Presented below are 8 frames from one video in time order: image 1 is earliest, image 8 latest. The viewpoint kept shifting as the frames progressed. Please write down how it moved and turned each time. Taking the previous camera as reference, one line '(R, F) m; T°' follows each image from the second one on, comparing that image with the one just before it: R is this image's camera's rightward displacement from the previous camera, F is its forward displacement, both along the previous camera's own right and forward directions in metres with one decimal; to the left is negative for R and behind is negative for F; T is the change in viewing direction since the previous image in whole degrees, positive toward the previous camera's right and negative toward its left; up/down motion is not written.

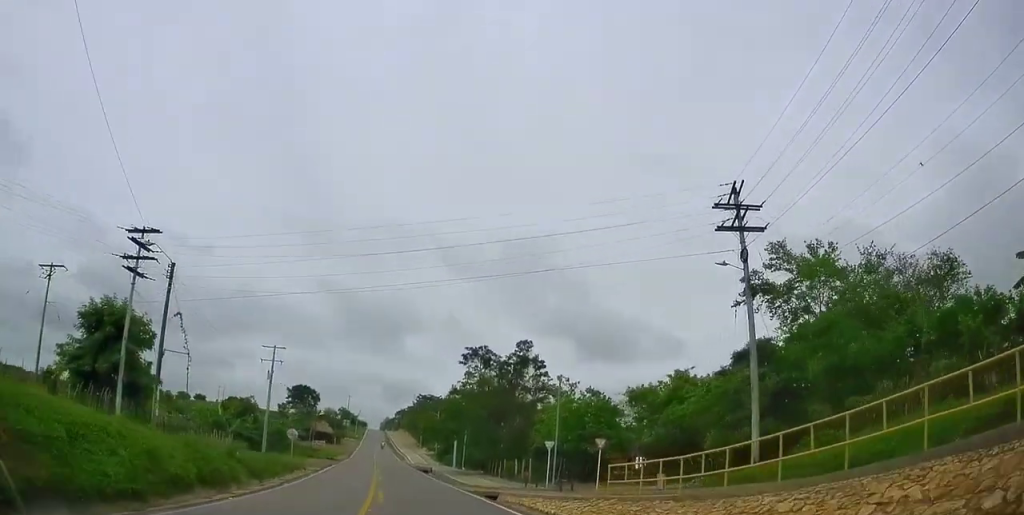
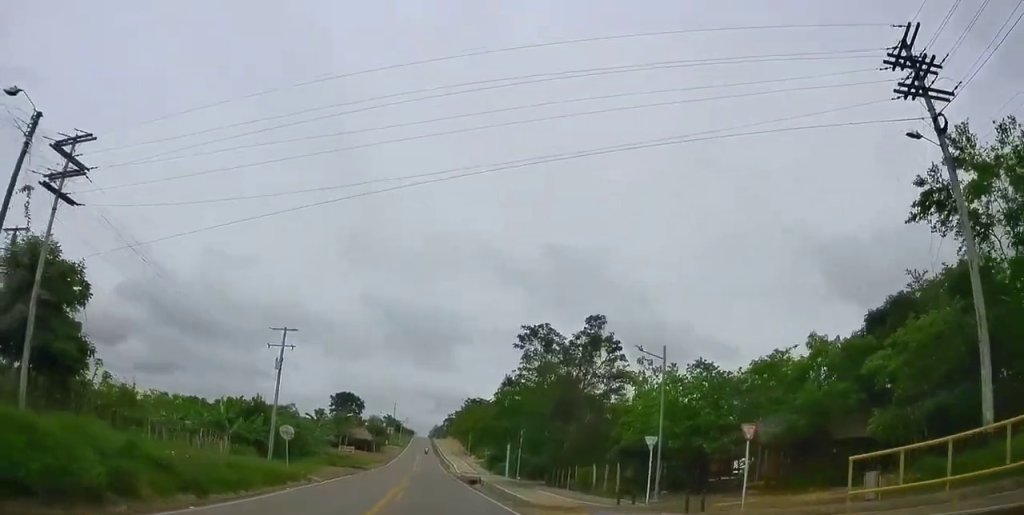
(-0.6, +10.5) m; -6°
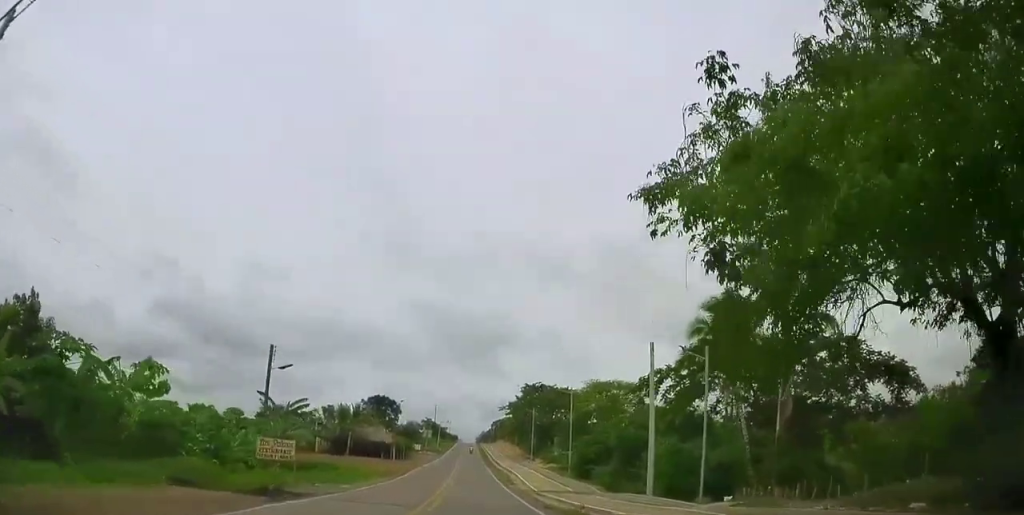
(-3.4, +34.7) m; -9°
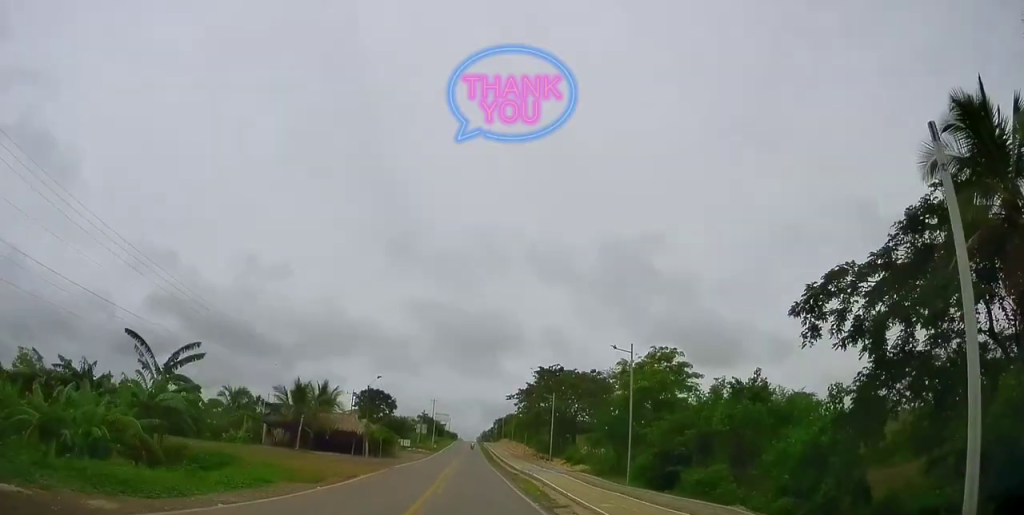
(-0.6, +19.3) m; -1°
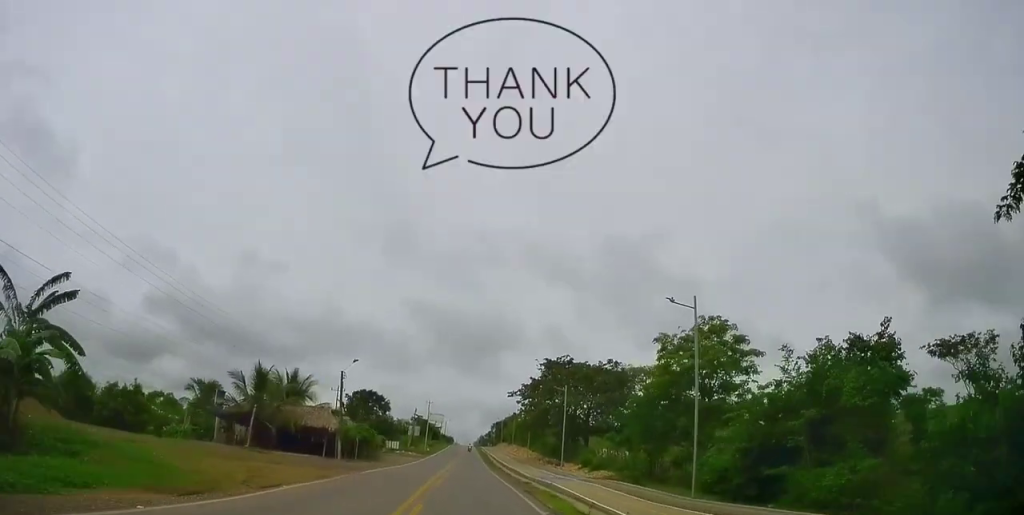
(+0.4, +10.6) m; 0°
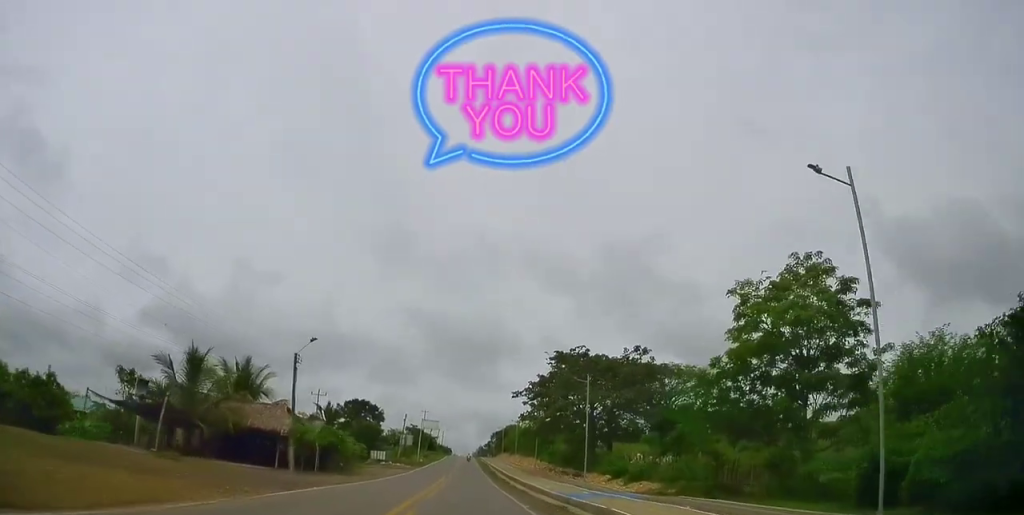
(-0.1, +11.8) m; -1°
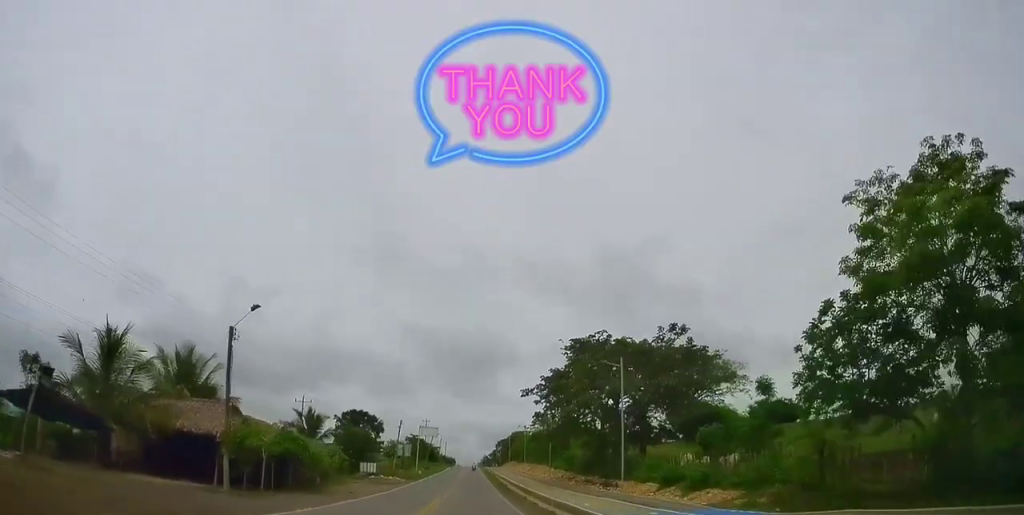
(-0.3, +10.0) m; -1°
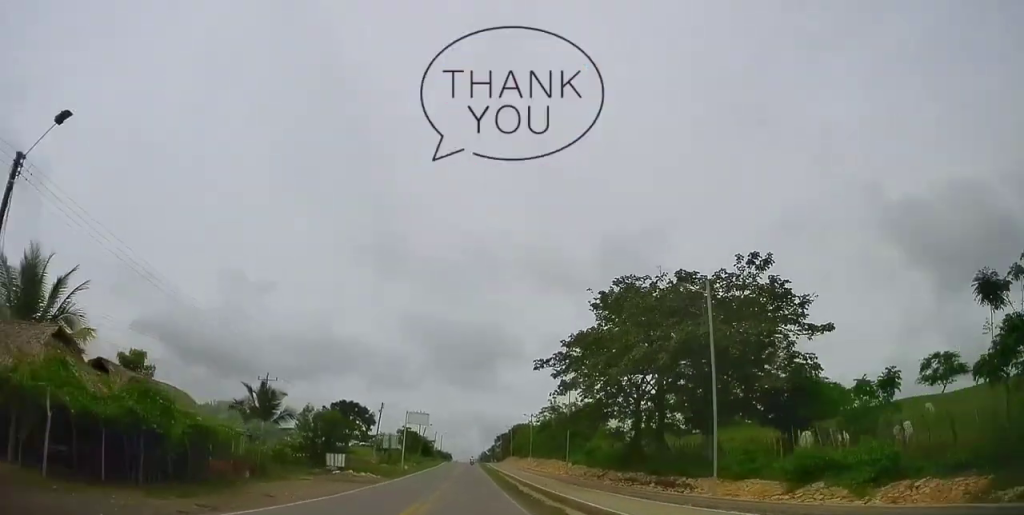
(+0.1, +13.9) m; +2°
